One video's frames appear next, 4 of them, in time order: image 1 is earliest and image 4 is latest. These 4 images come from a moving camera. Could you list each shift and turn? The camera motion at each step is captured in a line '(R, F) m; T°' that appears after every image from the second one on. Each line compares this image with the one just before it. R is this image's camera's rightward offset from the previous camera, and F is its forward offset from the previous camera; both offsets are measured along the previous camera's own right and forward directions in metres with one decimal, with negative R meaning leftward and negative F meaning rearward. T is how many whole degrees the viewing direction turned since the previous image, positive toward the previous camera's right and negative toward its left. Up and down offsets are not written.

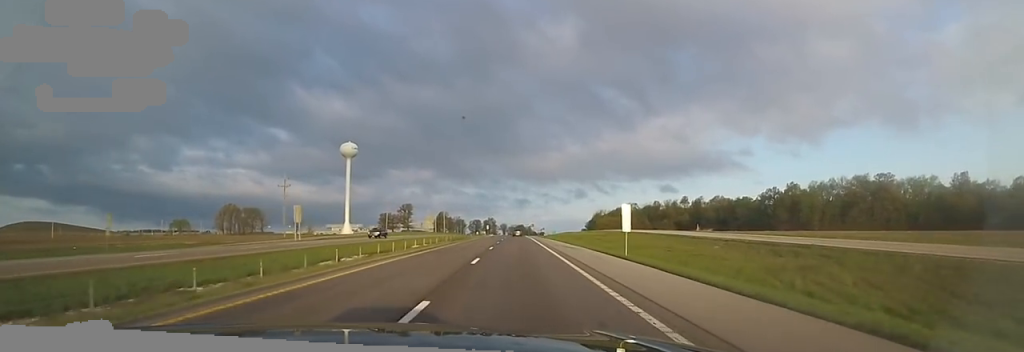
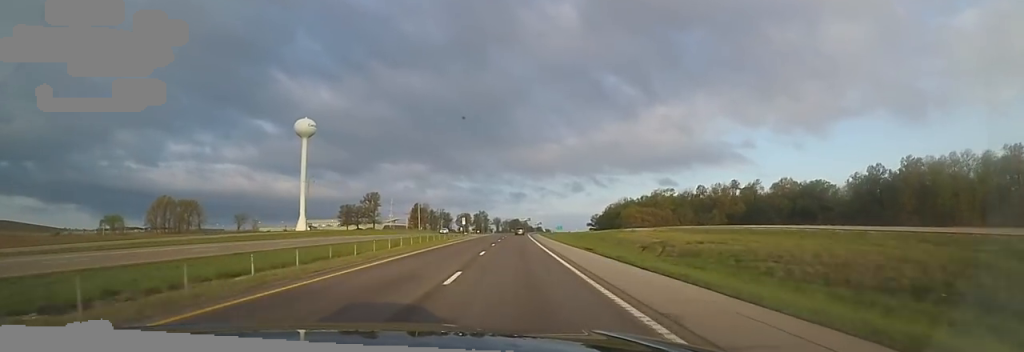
(+0.7, +68.1) m; +3°
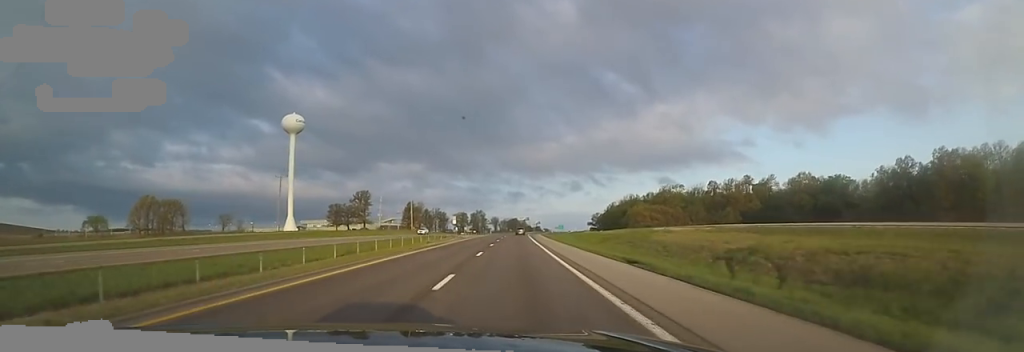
(-0.1, +13.1) m; +1°
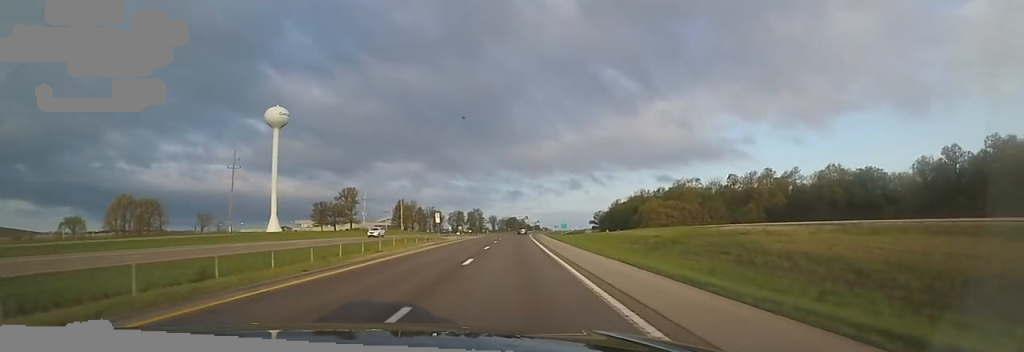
(-0.1, +17.4) m; +1°
